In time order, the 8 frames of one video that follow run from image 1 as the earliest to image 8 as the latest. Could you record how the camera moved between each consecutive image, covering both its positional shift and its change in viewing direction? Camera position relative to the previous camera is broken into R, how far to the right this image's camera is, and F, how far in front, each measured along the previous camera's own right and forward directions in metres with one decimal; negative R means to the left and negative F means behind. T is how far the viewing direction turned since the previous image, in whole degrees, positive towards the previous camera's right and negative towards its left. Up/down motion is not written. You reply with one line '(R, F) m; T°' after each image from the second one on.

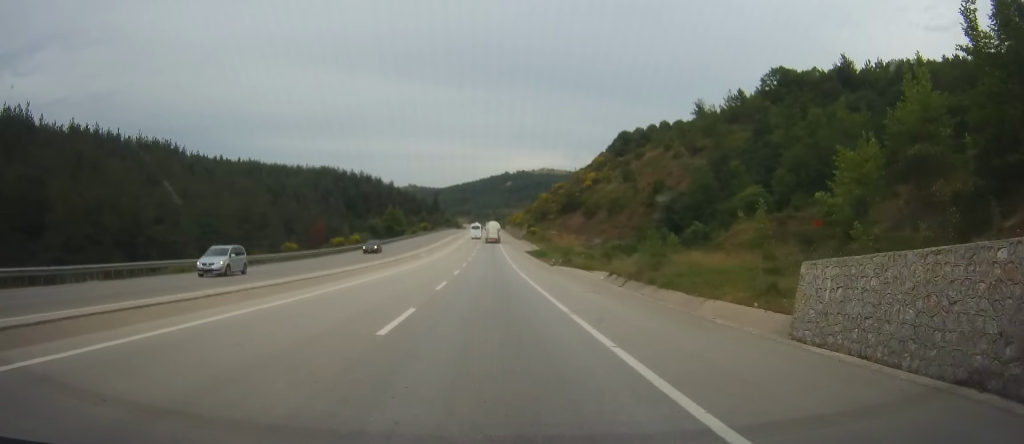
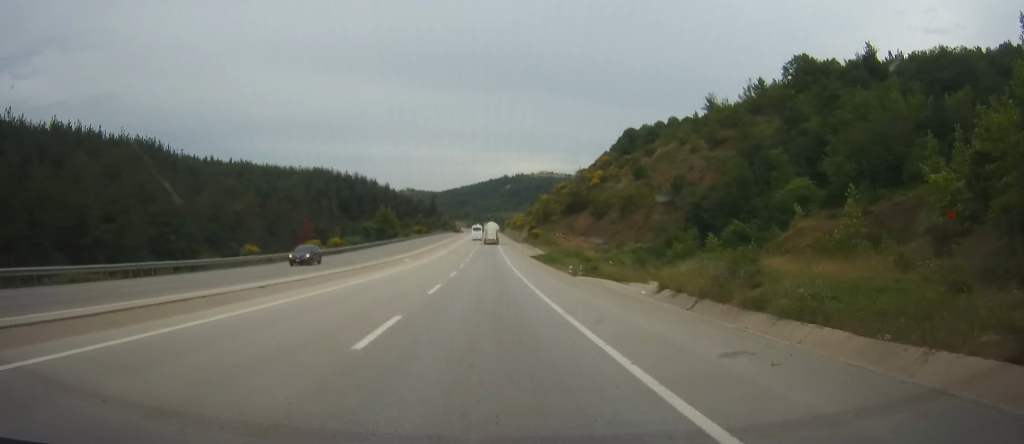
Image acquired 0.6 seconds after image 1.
(-0.1, +13.7) m; 0°
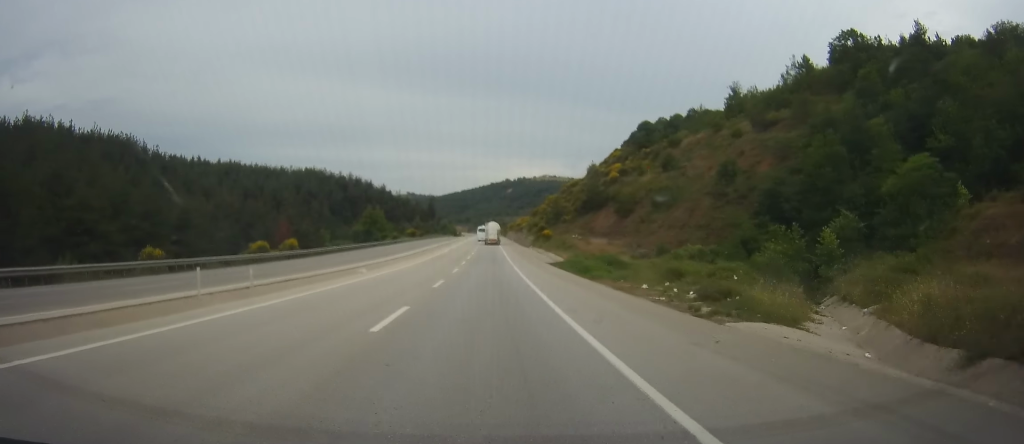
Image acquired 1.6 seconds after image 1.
(-0.1, +22.2) m; 0°
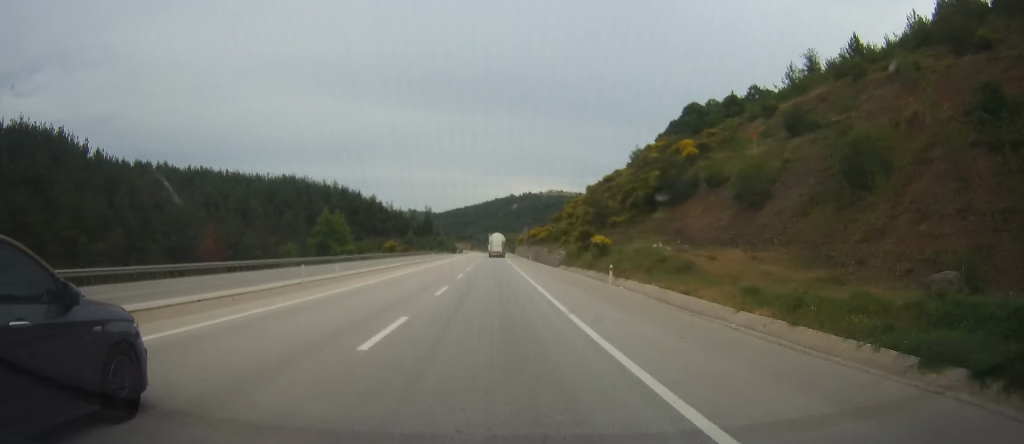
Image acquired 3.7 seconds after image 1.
(0.0, +49.2) m; 0°
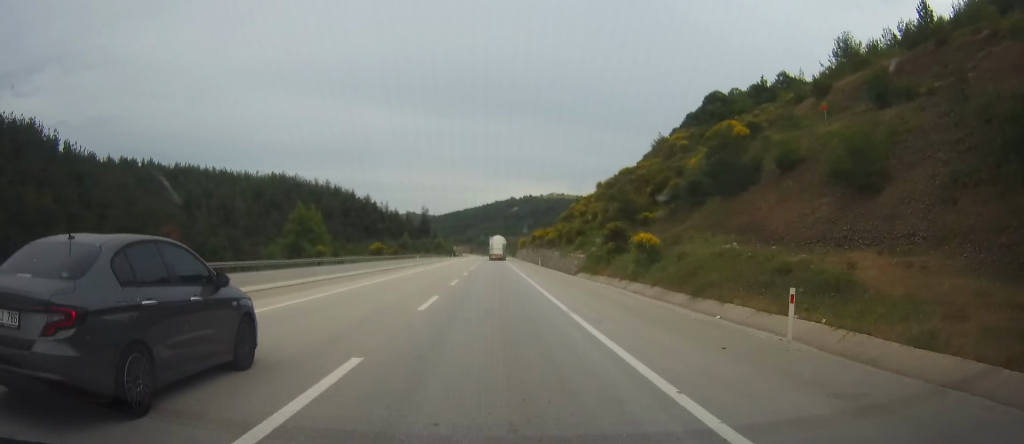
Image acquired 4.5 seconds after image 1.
(+0.1, +17.6) m; 0°
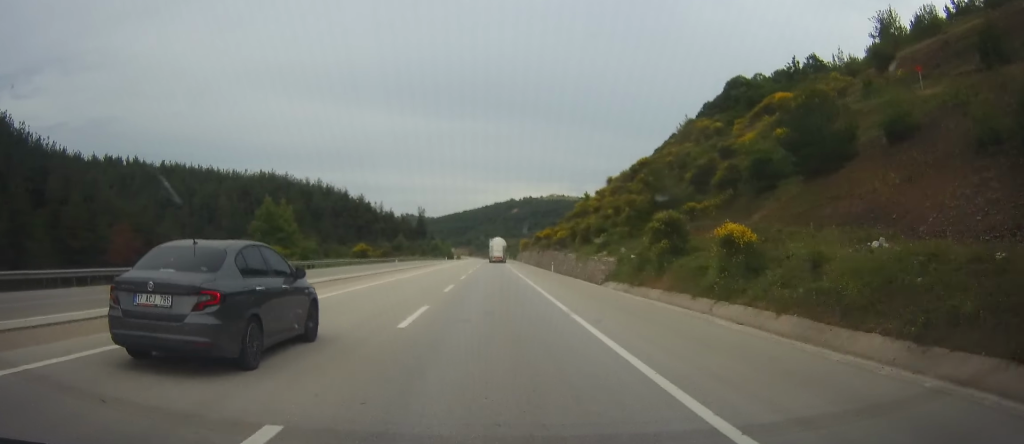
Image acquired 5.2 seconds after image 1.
(+0.1, +15.5) m; -1°
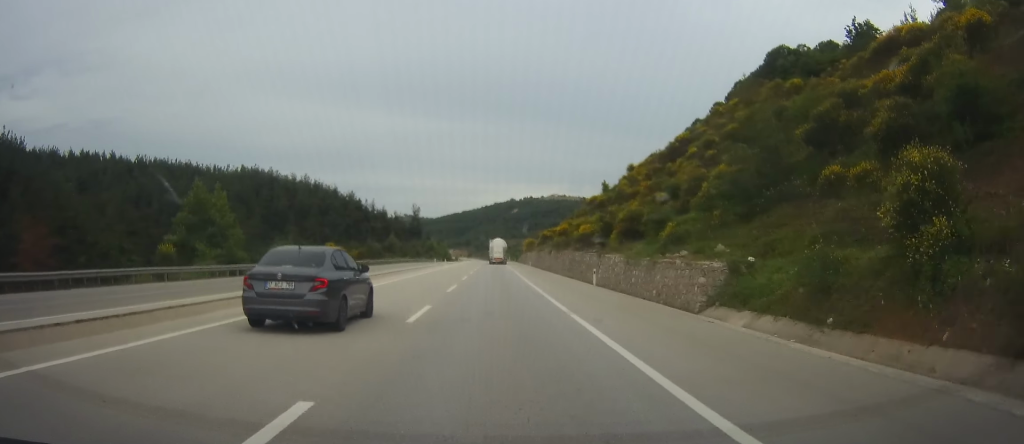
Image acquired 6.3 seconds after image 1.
(-0.7, +22.4) m; -2°
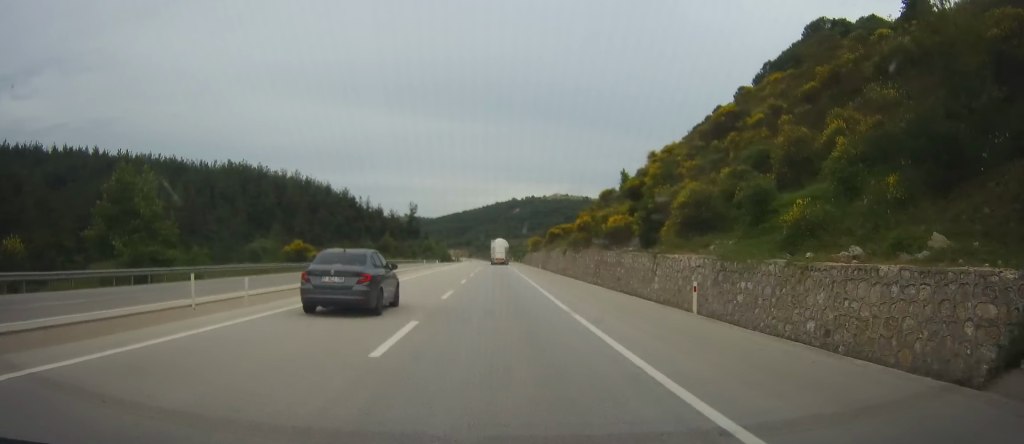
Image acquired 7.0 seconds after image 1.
(0.0, +16.5) m; +1°
